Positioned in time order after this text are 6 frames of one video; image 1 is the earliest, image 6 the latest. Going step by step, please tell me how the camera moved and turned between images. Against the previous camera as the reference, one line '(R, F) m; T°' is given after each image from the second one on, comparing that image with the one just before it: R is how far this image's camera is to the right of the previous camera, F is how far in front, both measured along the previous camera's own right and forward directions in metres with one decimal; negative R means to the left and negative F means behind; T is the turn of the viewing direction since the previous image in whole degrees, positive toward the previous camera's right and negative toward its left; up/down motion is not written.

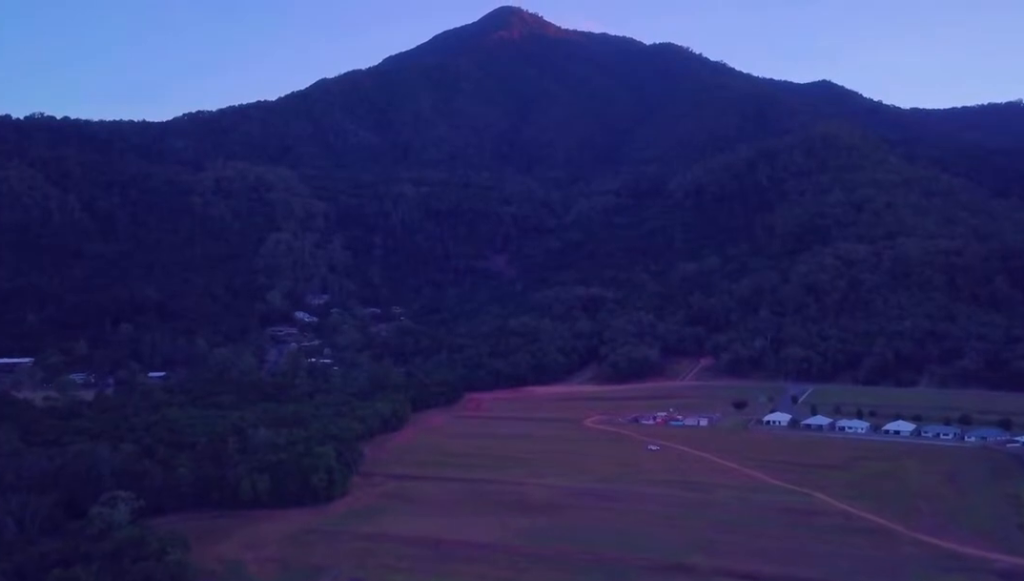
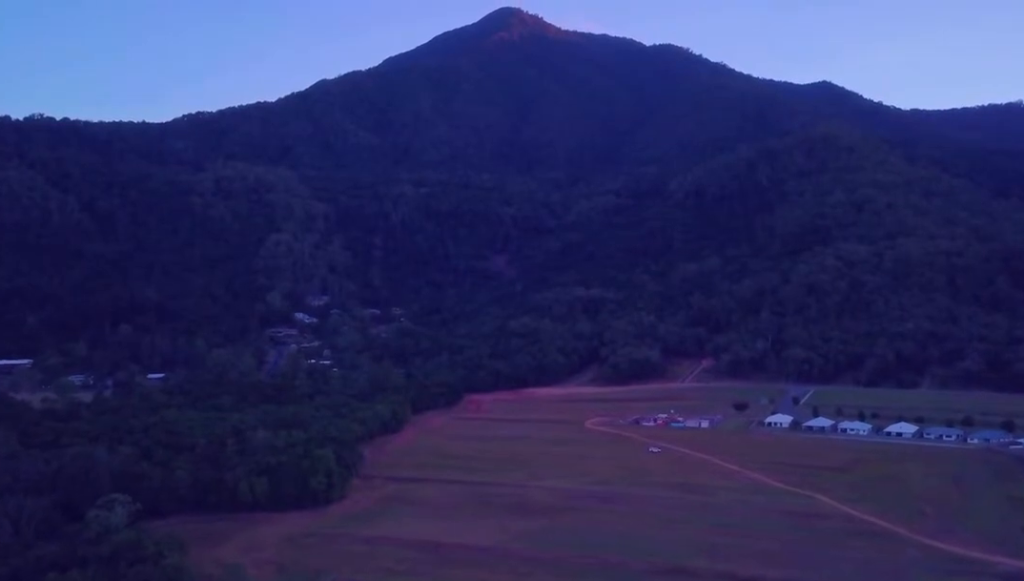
(0.0, +1.9) m; 0°
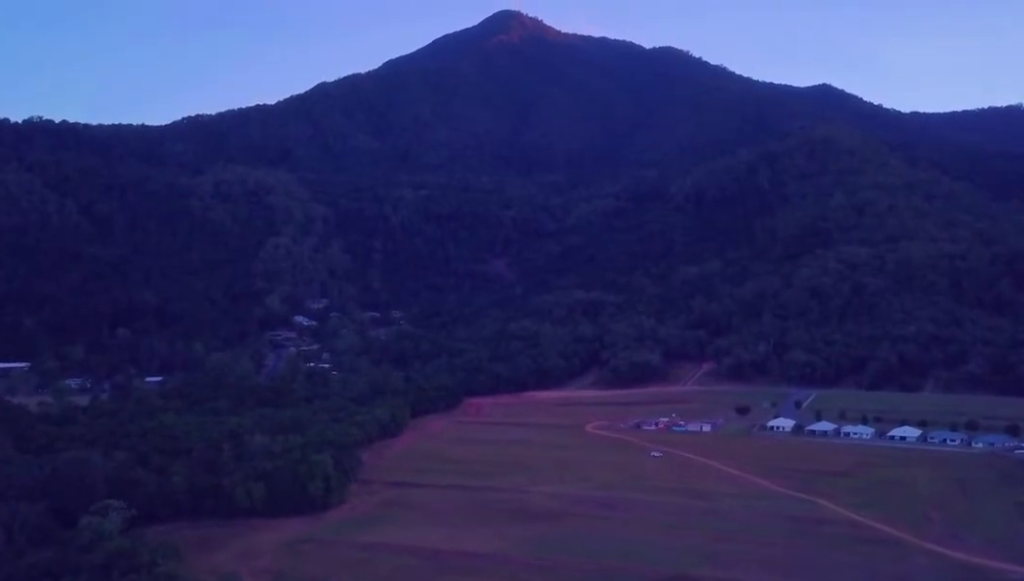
(0.0, +3.3) m; 0°
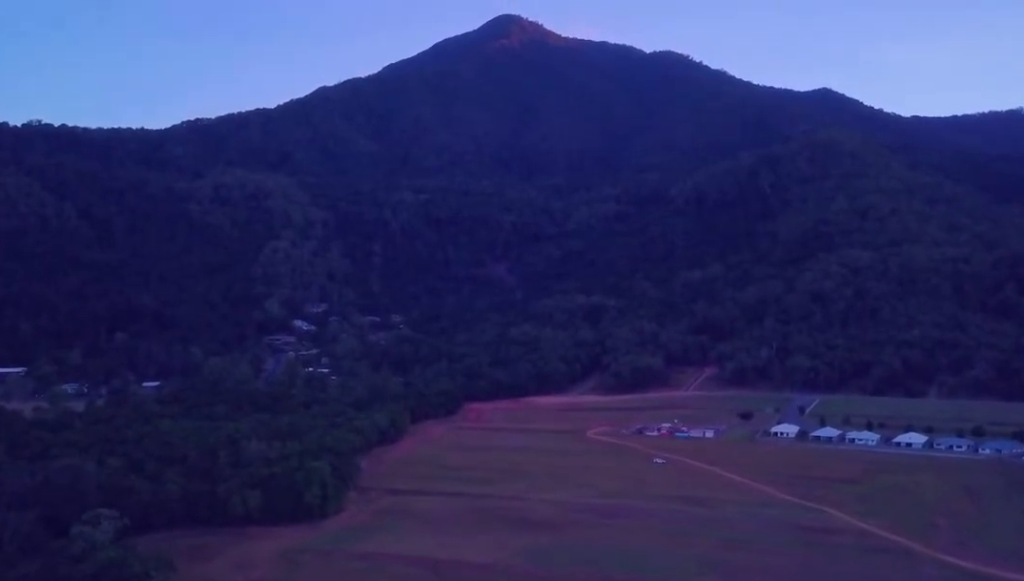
(0.0, +4.7) m; 0°
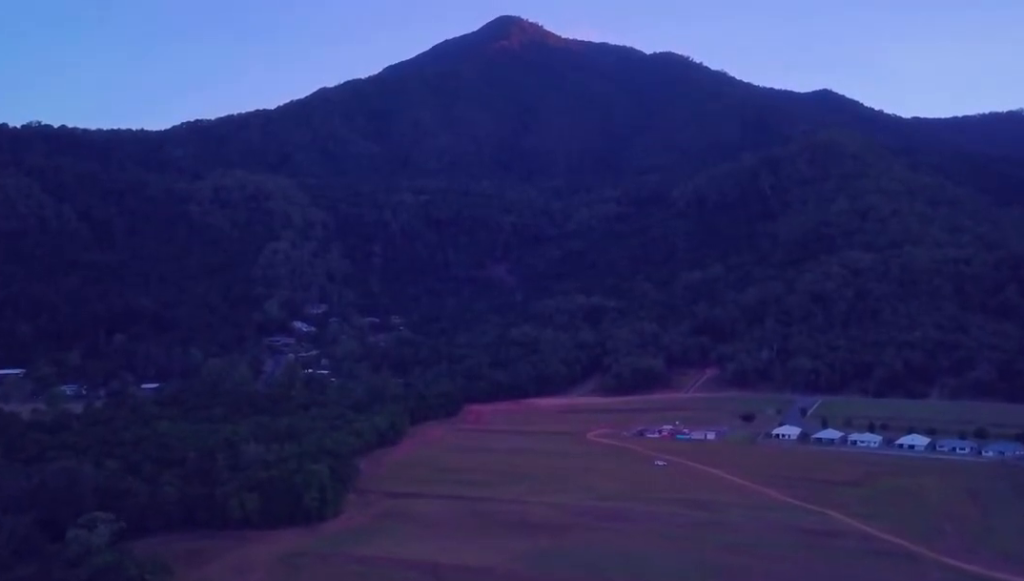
(0.0, +2.1) m; 0°
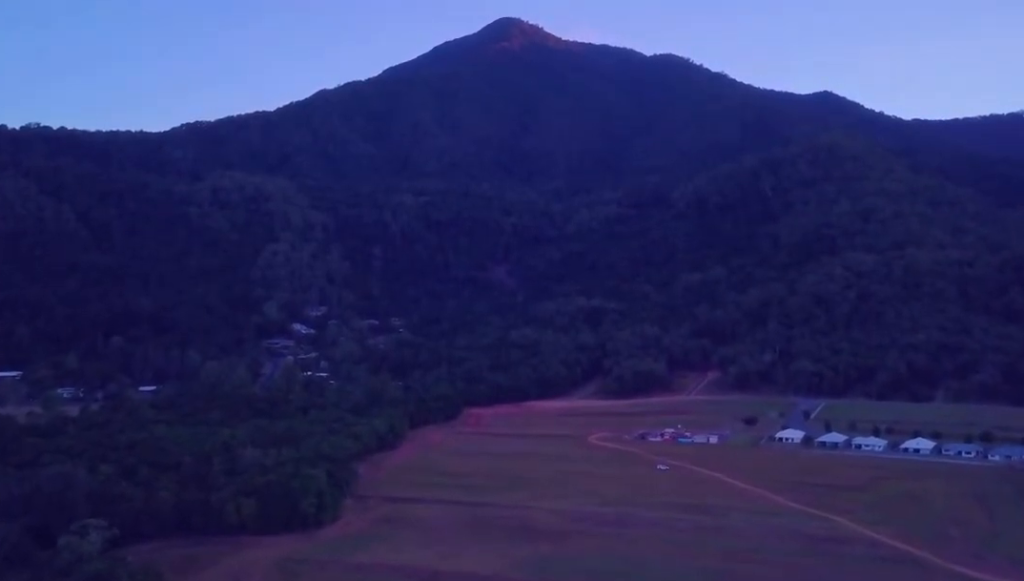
(0.0, +4.5) m; 0°
